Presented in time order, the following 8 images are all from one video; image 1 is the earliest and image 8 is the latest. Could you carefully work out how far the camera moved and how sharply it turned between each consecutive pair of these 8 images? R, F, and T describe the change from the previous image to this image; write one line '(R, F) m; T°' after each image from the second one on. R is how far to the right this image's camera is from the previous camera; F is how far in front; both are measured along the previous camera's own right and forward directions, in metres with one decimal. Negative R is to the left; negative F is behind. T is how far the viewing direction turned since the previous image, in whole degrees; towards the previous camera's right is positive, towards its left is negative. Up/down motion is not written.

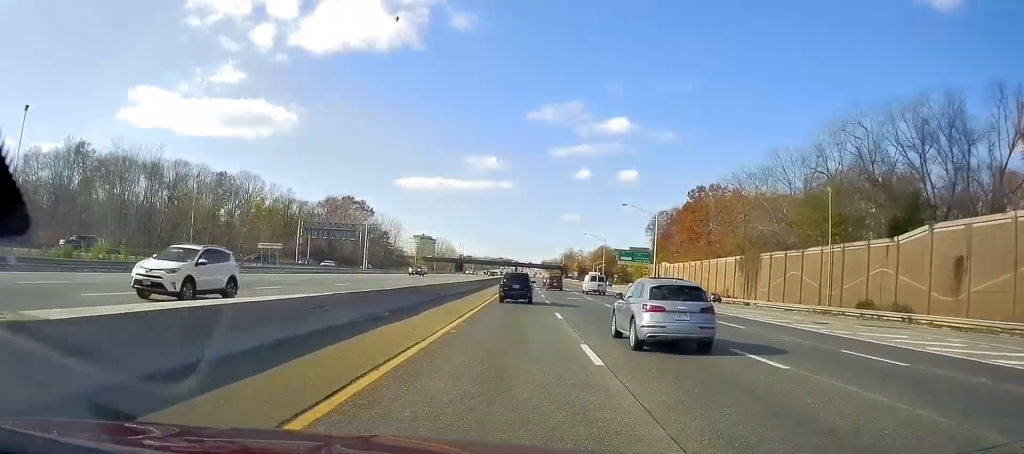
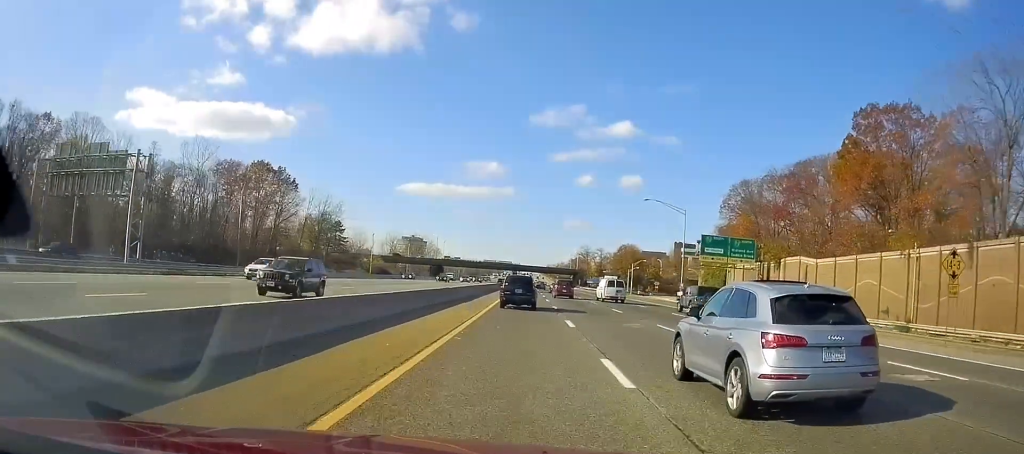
(+0.7, +74.1) m; +2°
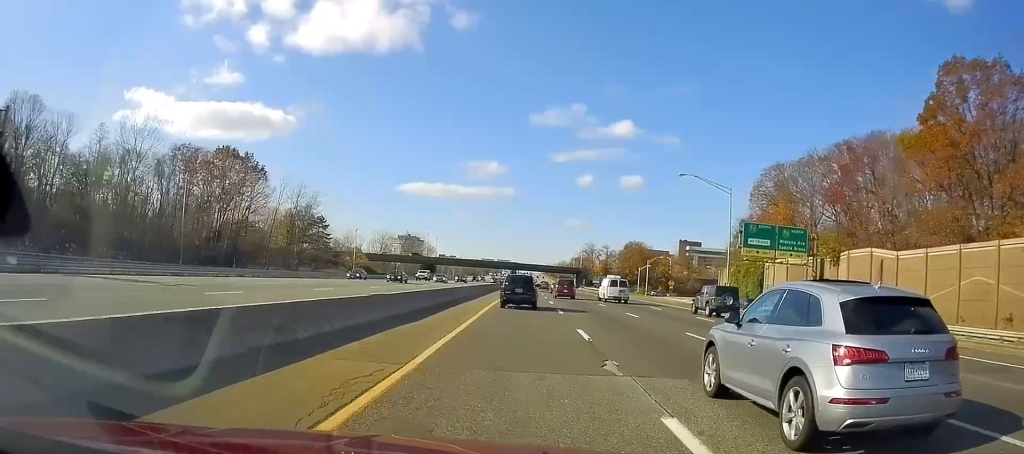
(-0.1, +17.2) m; 0°
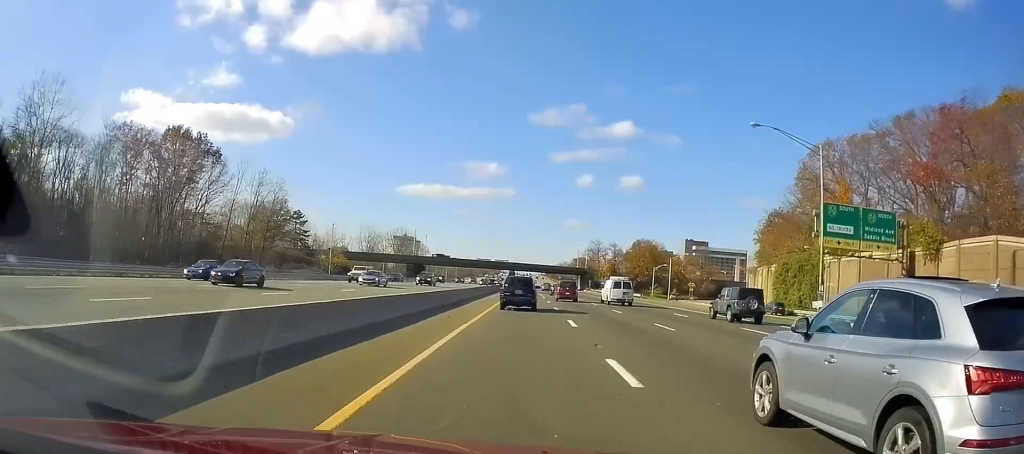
(-0.2, +19.2) m; -1°
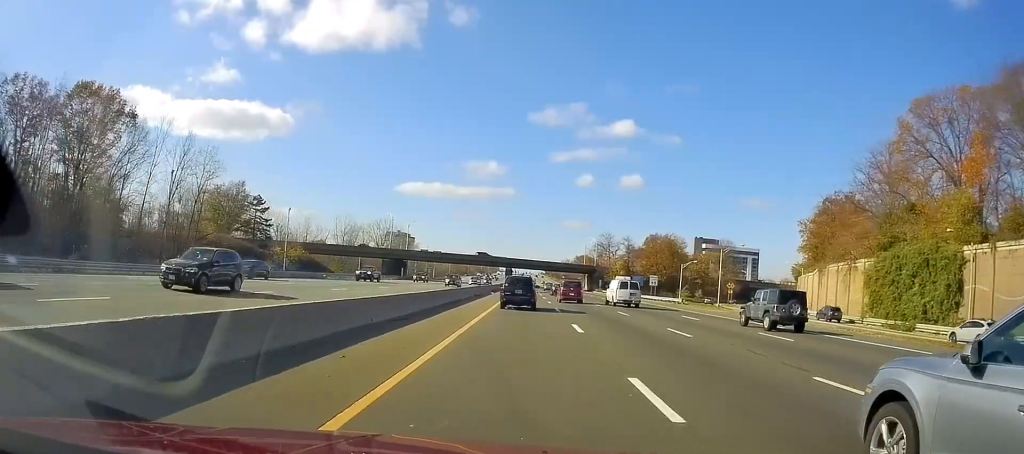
(0.0, +26.4) m; 0°
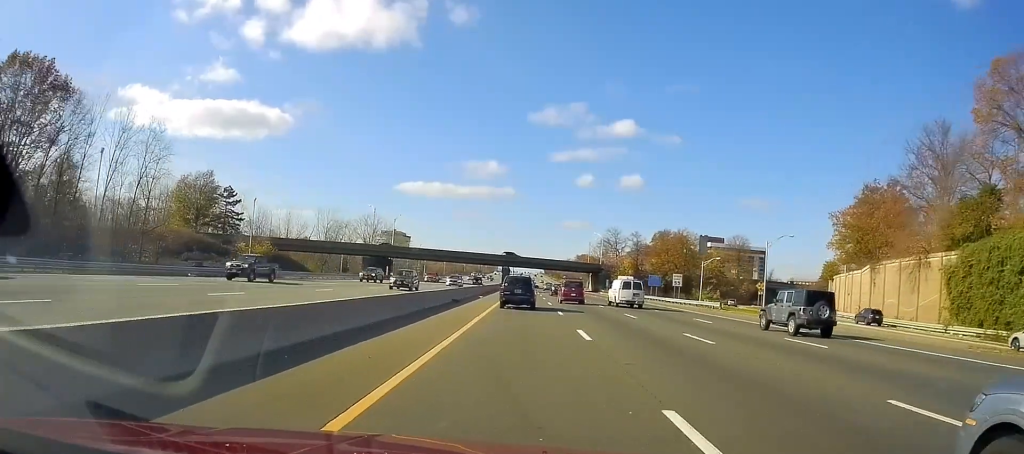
(0.0, +14.8) m; 0°
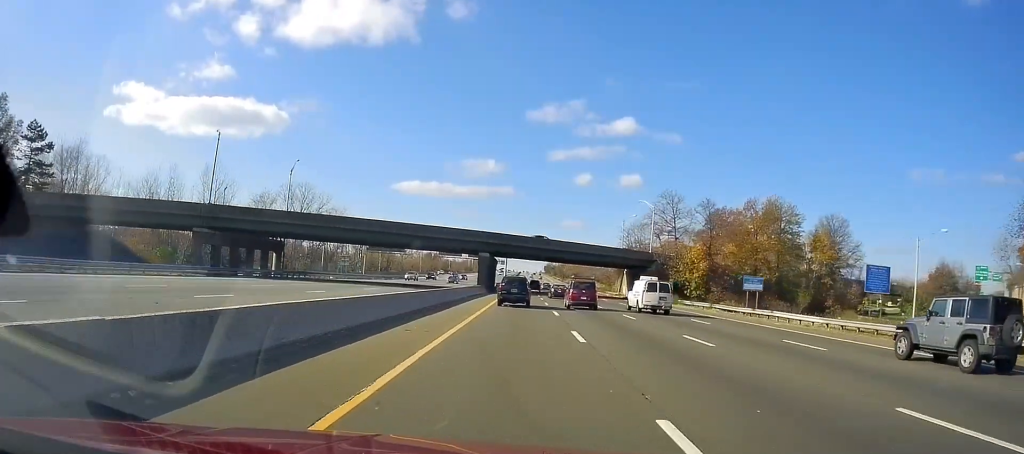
(-0.1, +61.4) m; -1°
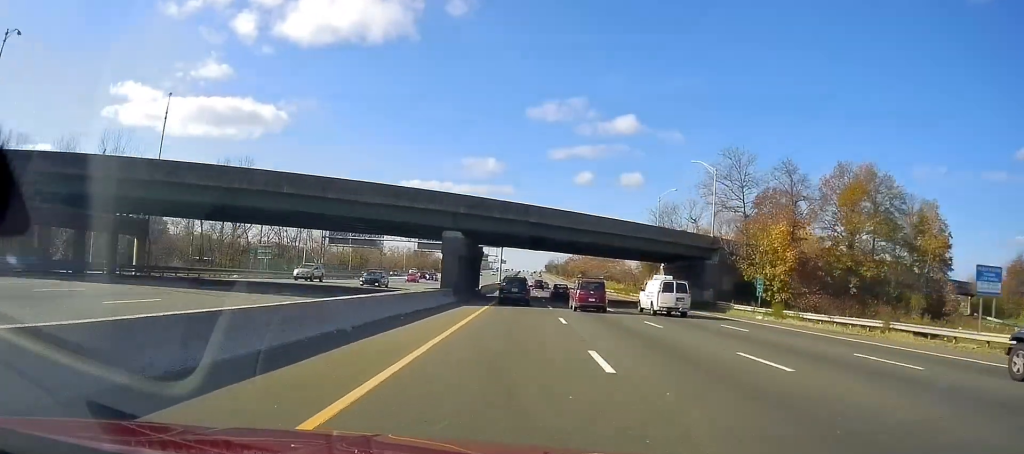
(-0.2, +29.7) m; 0°
